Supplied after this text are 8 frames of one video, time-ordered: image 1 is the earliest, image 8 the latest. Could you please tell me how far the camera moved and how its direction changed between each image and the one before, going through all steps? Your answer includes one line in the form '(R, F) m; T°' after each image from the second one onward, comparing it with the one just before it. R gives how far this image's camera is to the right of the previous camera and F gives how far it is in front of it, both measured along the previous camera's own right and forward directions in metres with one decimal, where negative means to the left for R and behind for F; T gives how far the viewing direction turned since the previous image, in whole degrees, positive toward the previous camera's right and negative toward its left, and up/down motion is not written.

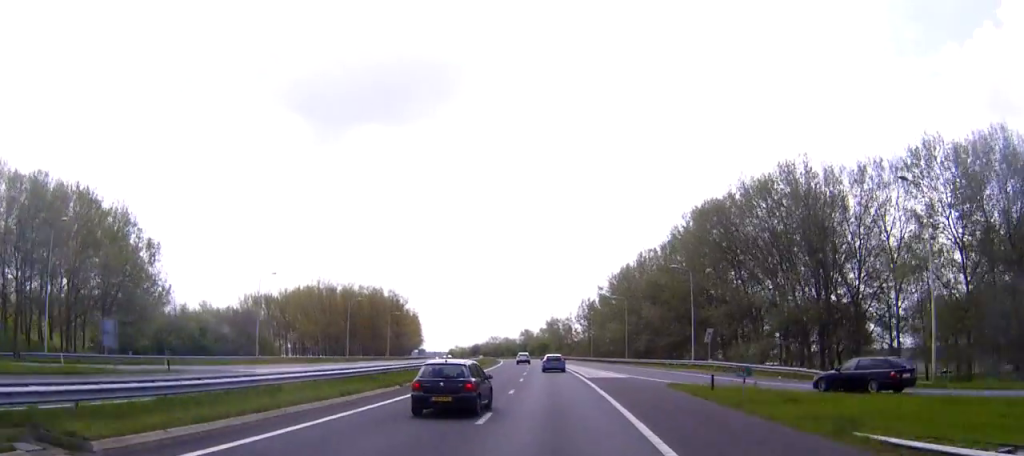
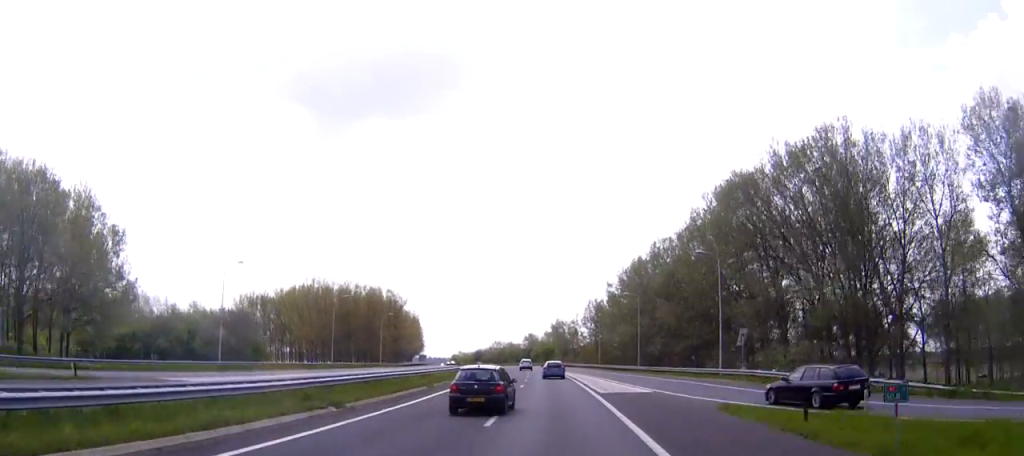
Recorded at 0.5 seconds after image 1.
(0.0, +10.5) m; -1°
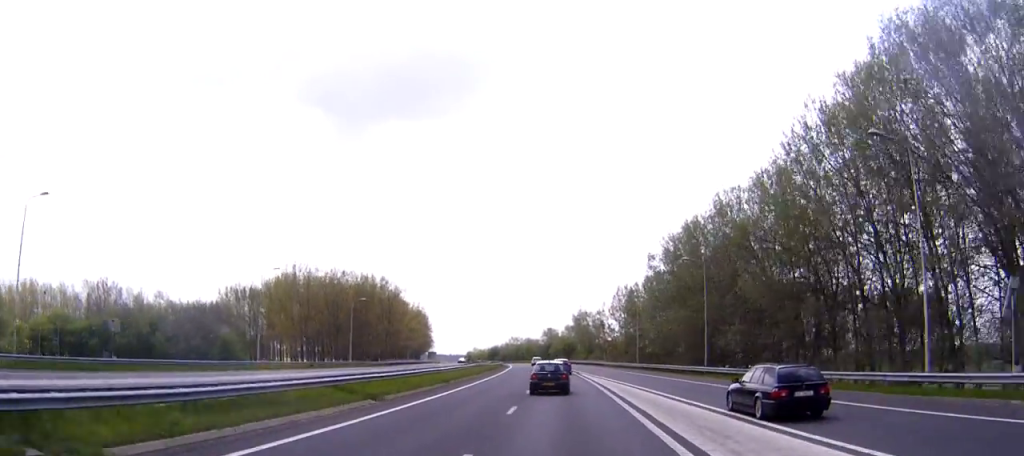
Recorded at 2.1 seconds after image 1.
(-0.5, +33.6) m; -2°
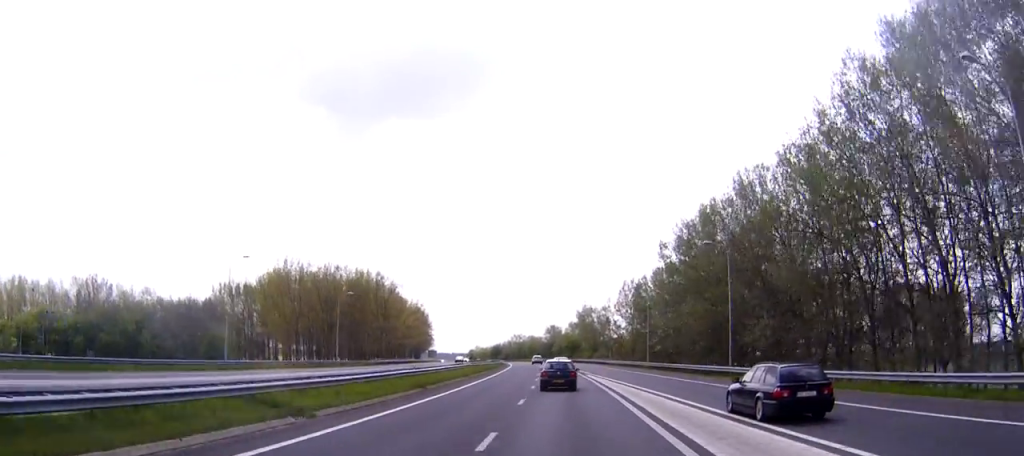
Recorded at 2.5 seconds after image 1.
(0.0, +8.4) m; 0°
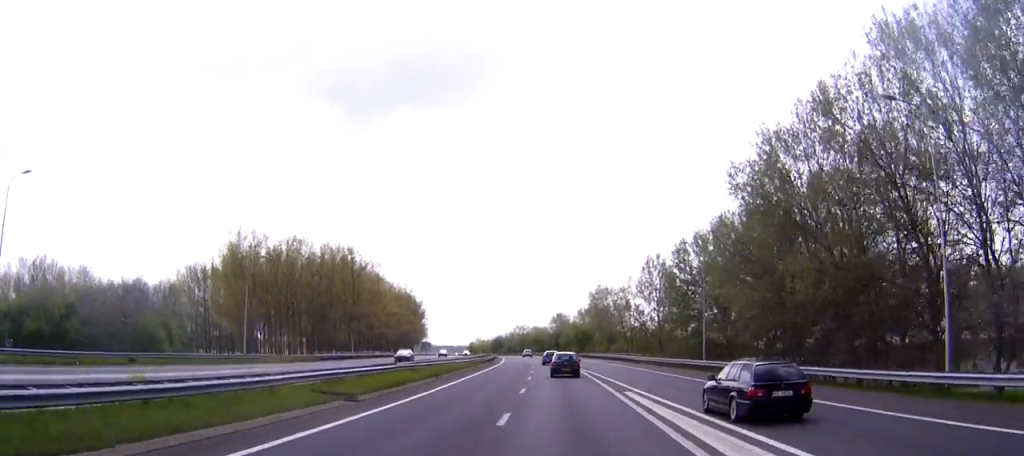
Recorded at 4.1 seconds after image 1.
(-0.2, +32.7) m; -1°
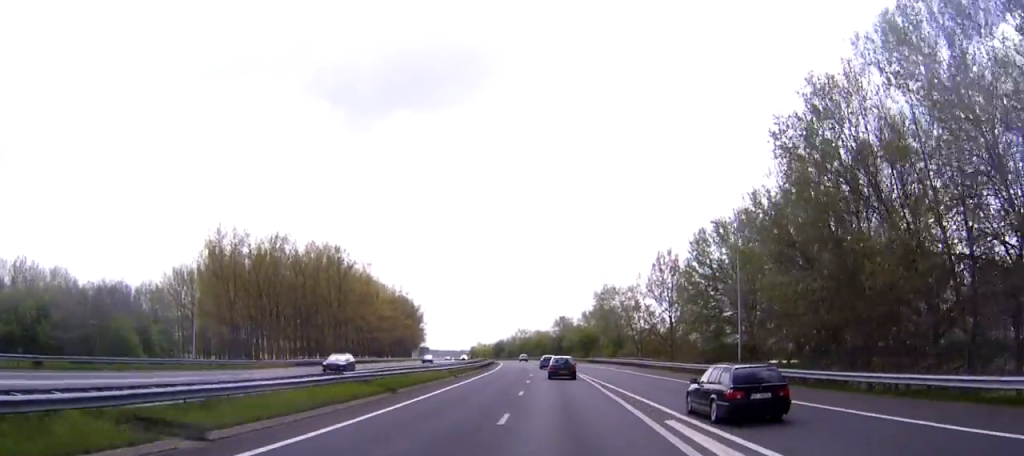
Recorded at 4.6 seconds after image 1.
(0.0, +11.2) m; 0°
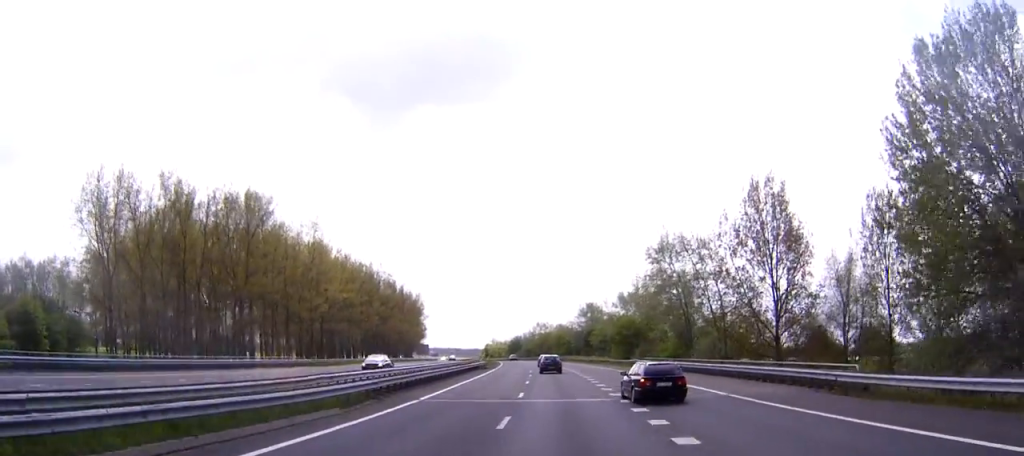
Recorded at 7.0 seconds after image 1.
(-0.5, +49.8) m; -1°
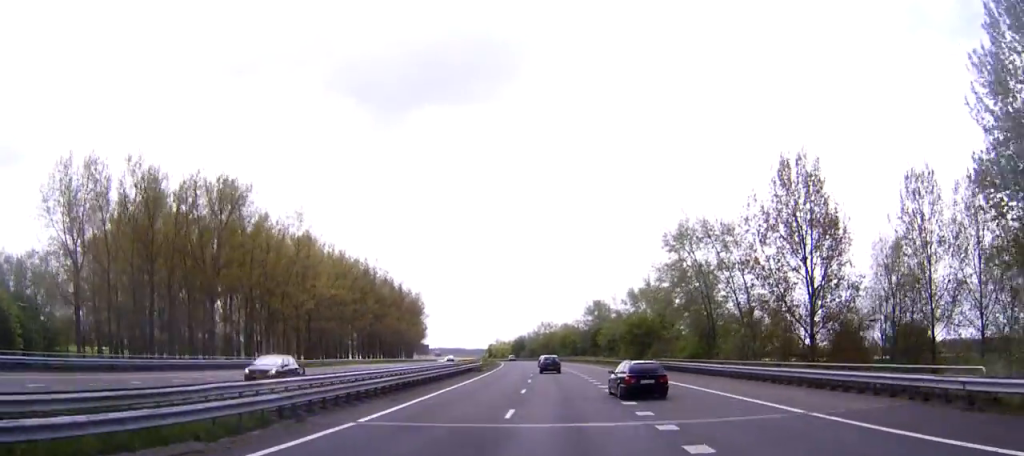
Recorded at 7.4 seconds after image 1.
(0.0, +9.1) m; 0°
